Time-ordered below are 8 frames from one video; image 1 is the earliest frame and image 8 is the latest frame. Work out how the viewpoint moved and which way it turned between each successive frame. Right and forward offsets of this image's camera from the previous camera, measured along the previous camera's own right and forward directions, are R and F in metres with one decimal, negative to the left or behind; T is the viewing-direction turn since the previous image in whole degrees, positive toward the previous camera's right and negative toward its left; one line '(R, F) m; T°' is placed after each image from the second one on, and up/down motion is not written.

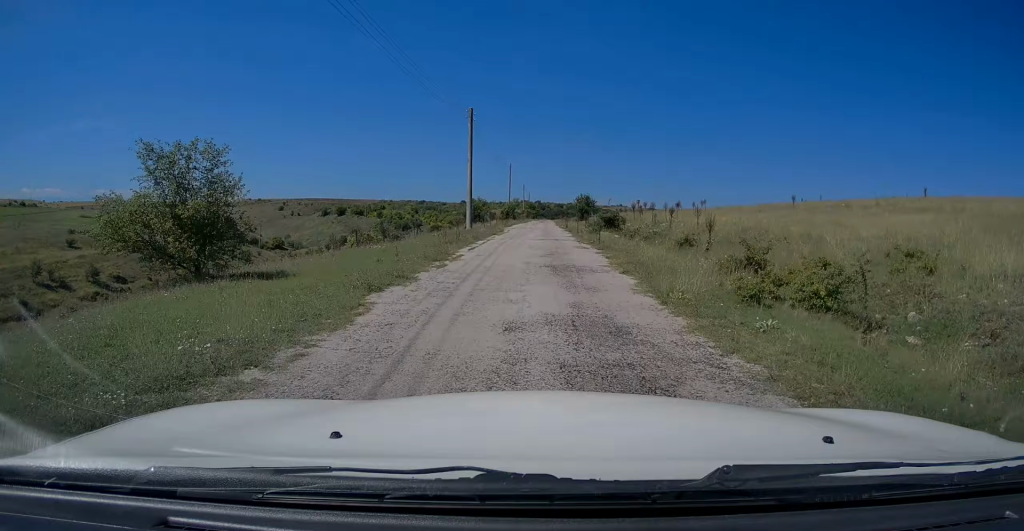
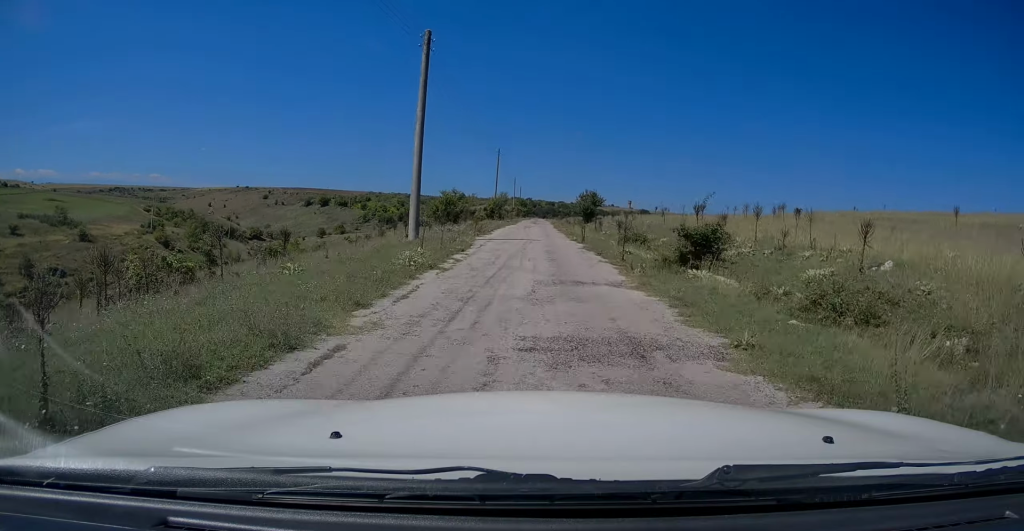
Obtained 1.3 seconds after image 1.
(+0.2, +17.6) m; +1°
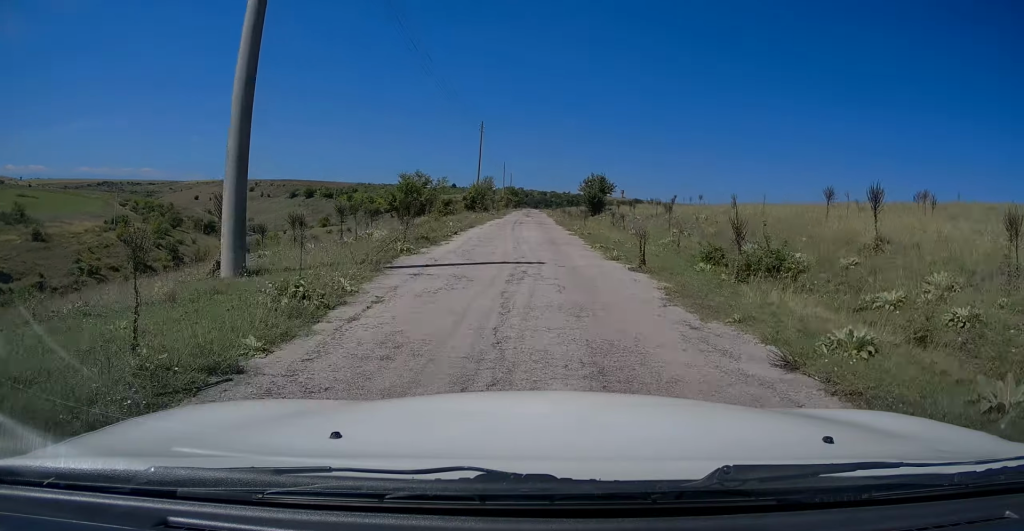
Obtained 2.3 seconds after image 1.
(+0.1, +13.9) m; 0°
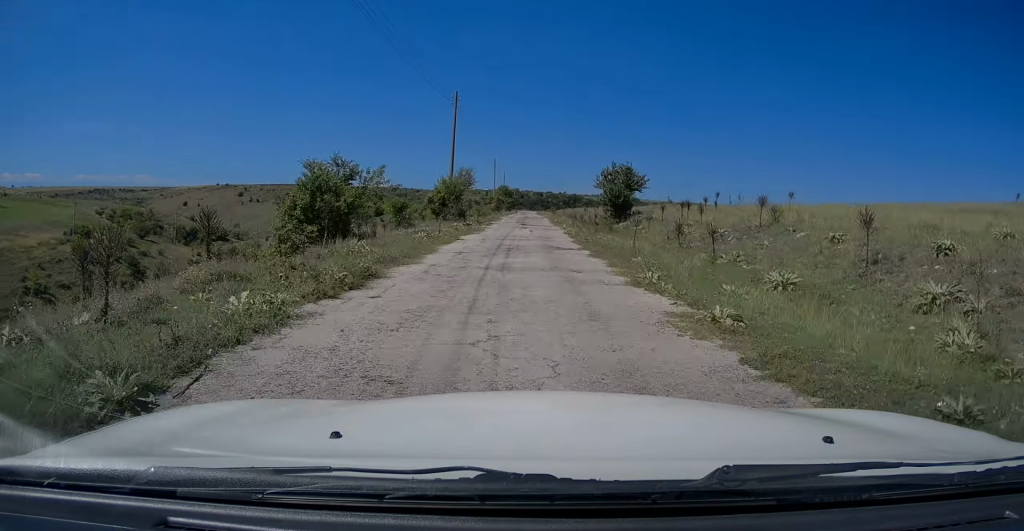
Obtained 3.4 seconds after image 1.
(0.0, +15.9) m; +1°
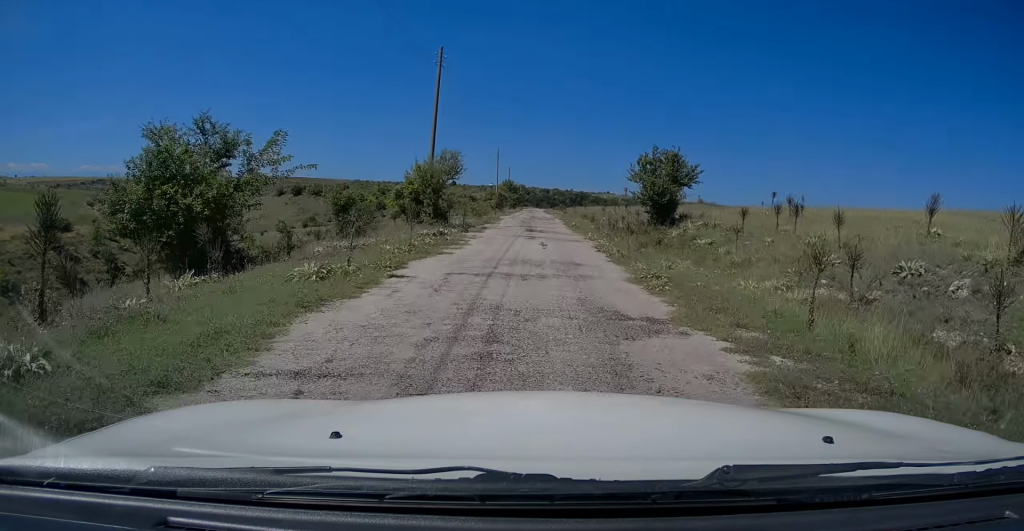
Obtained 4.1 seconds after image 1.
(+0.1, +10.4) m; 0°
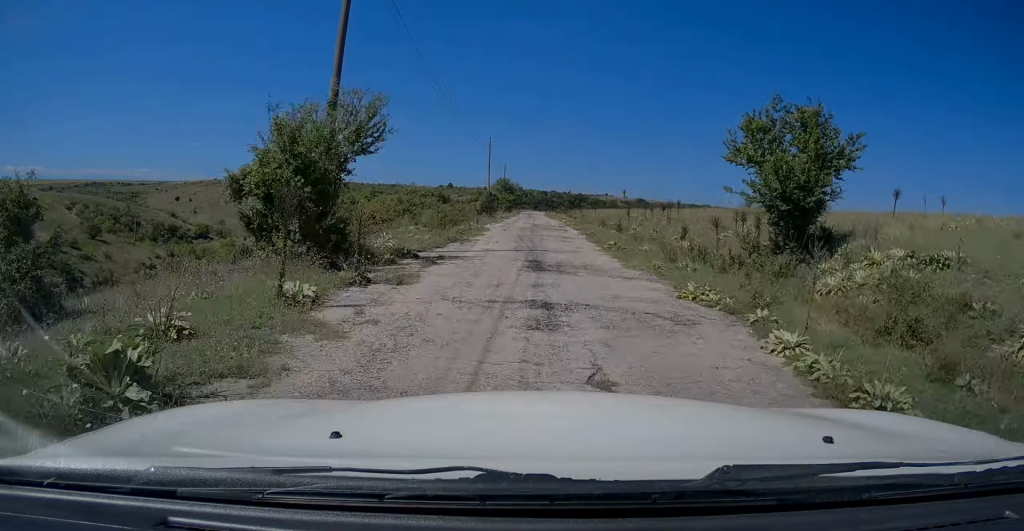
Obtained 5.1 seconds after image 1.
(-0.1, +14.1) m; -1°
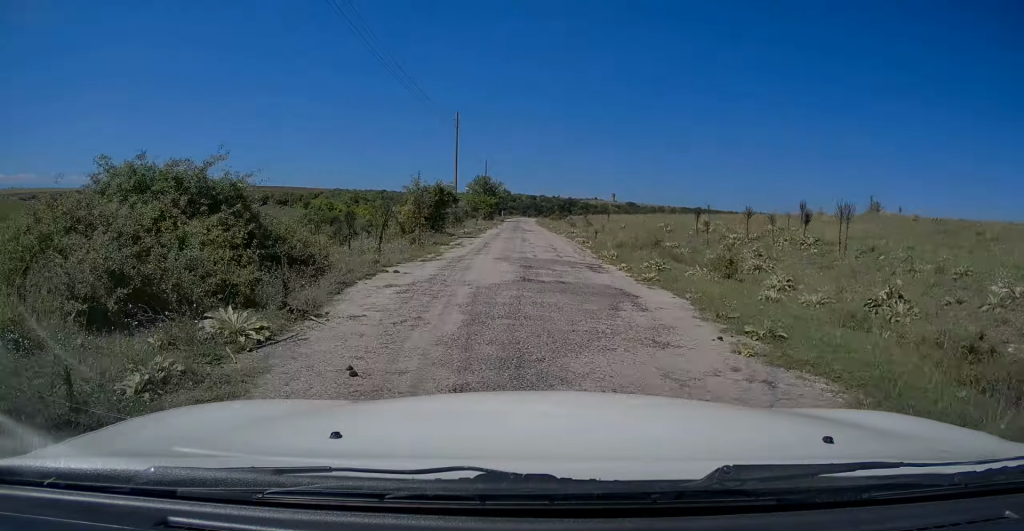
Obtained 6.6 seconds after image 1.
(0.0, +20.1) m; +1°
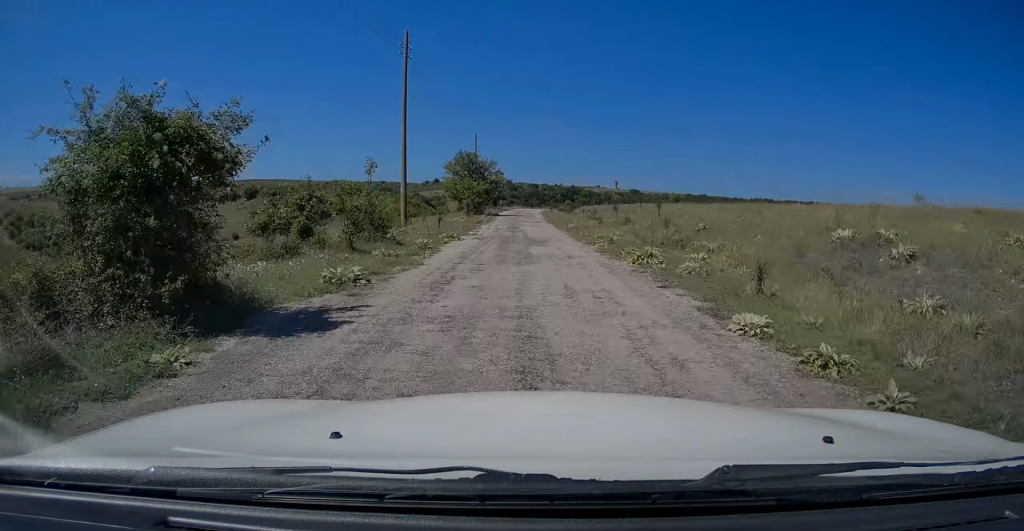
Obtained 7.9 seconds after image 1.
(+0.2, +18.5) m; +1°
